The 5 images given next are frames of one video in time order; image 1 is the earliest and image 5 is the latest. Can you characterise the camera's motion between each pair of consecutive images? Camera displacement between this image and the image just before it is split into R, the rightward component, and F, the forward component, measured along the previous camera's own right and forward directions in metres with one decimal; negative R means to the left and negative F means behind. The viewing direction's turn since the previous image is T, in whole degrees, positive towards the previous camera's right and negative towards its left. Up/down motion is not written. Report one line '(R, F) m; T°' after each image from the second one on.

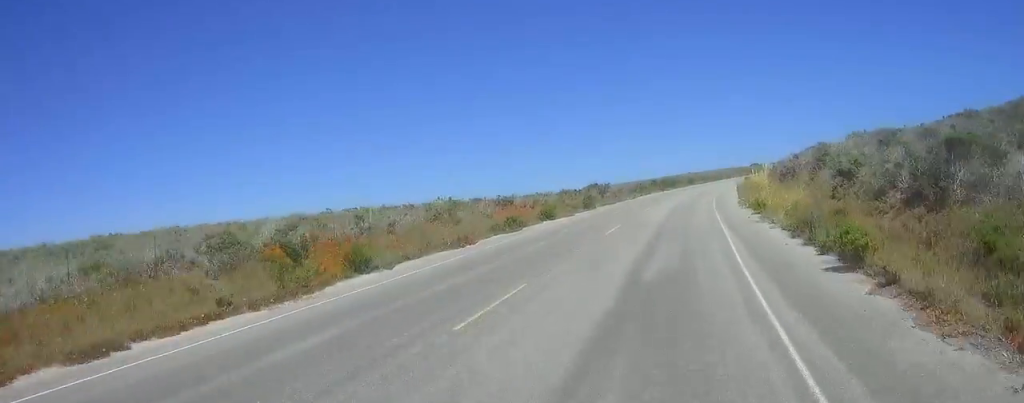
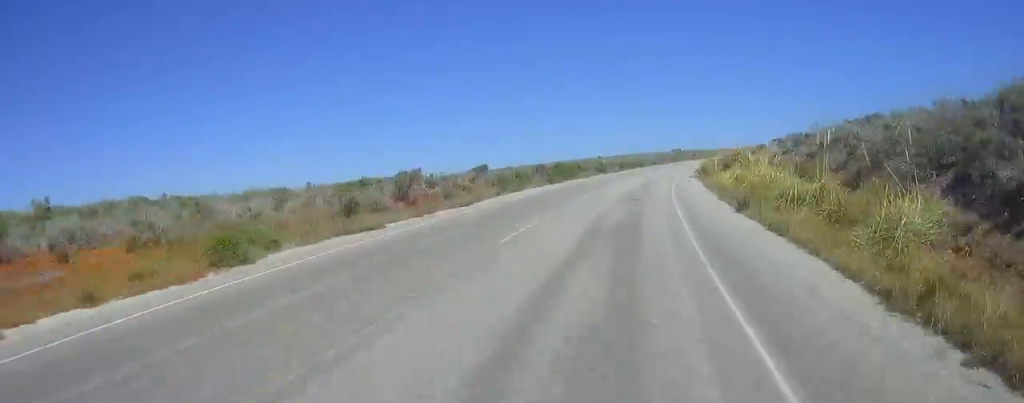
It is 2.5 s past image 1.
(+0.7, +36.1) m; +3°
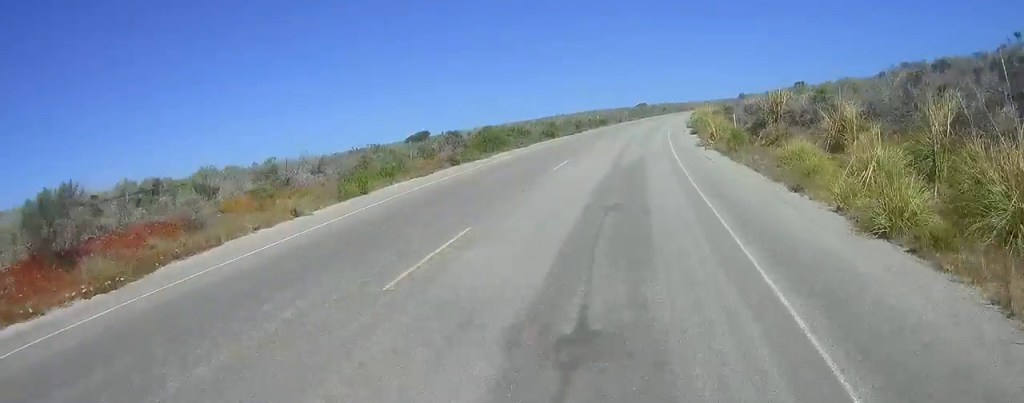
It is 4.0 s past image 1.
(+0.8, +21.0) m; +3°
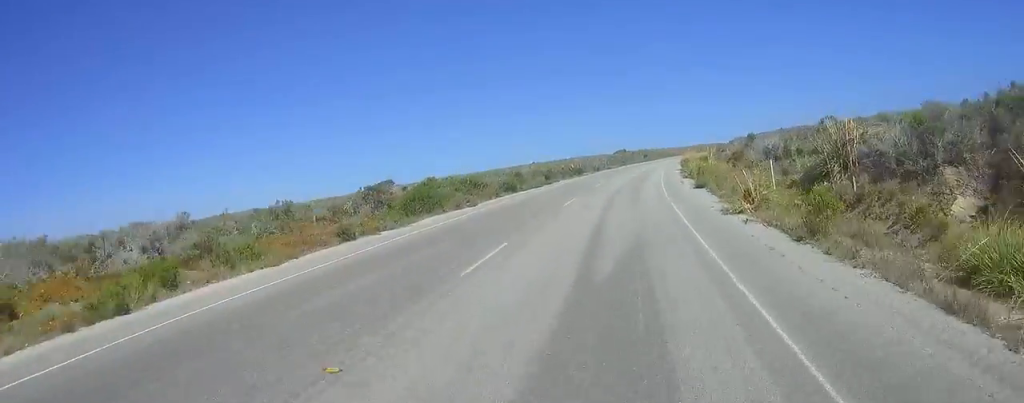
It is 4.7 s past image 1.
(+0.1, +10.4) m; +1°
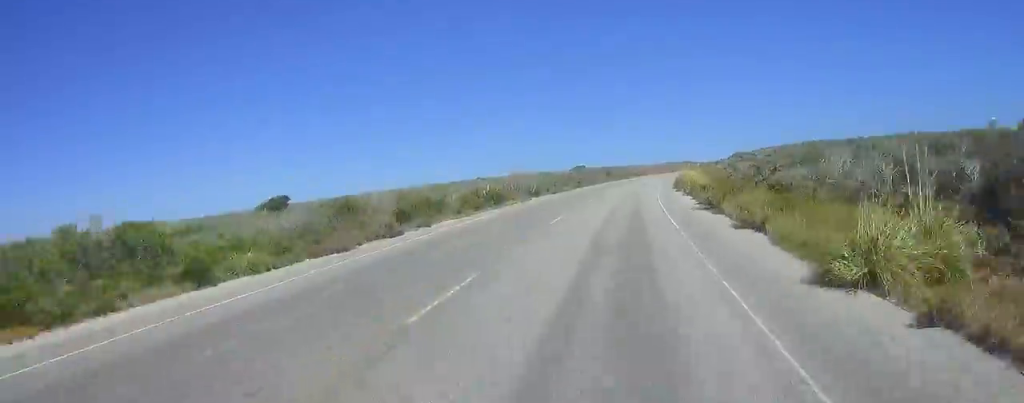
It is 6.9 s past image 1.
(+0.6, +31.2) m; +2°
